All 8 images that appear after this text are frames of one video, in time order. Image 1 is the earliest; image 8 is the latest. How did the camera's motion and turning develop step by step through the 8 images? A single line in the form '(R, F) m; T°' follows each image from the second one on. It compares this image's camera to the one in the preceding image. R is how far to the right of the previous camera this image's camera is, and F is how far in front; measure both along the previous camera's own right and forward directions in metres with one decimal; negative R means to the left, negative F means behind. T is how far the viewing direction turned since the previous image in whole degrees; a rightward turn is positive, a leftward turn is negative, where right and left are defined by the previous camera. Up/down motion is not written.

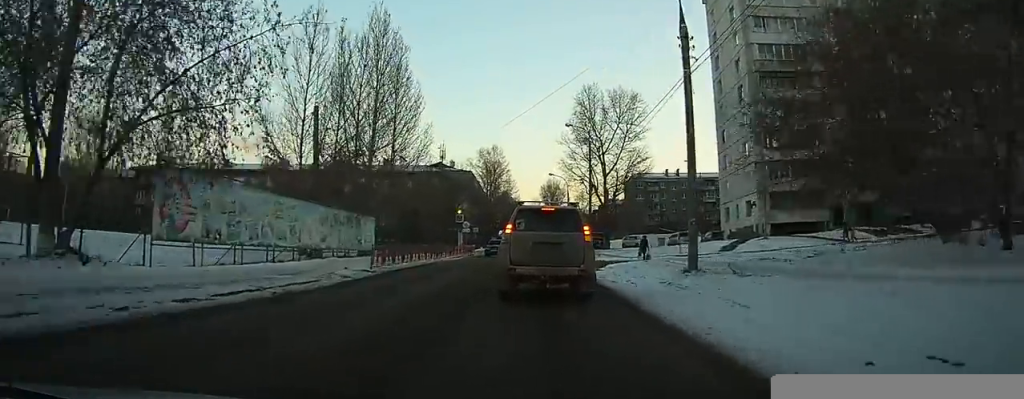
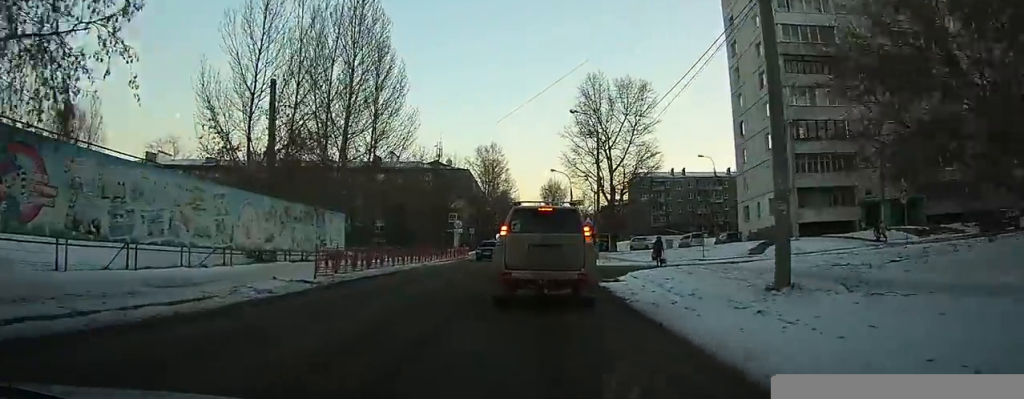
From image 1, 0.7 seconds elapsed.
(-0.1, +7.8) m; 0°
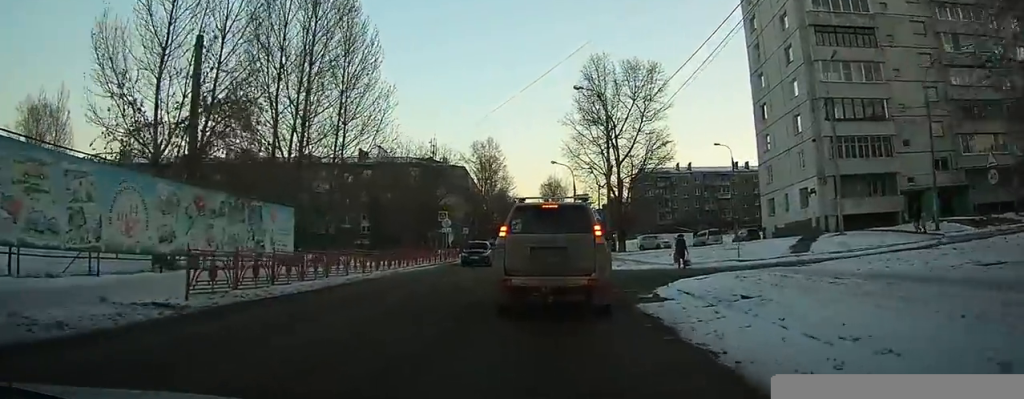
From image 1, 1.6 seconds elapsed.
(0.0, +8.1) m; 0°
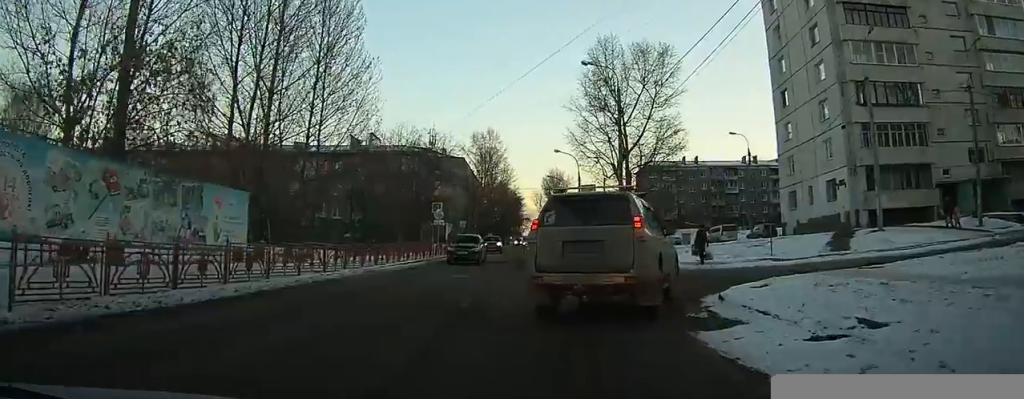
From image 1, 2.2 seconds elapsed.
(0.0, +5.2) m; 0°
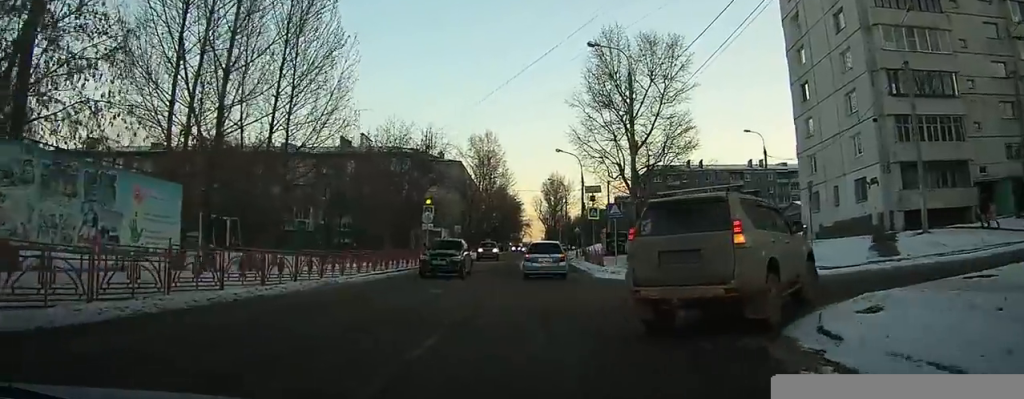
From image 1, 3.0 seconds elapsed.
(0.0, +5.0) m; 0°
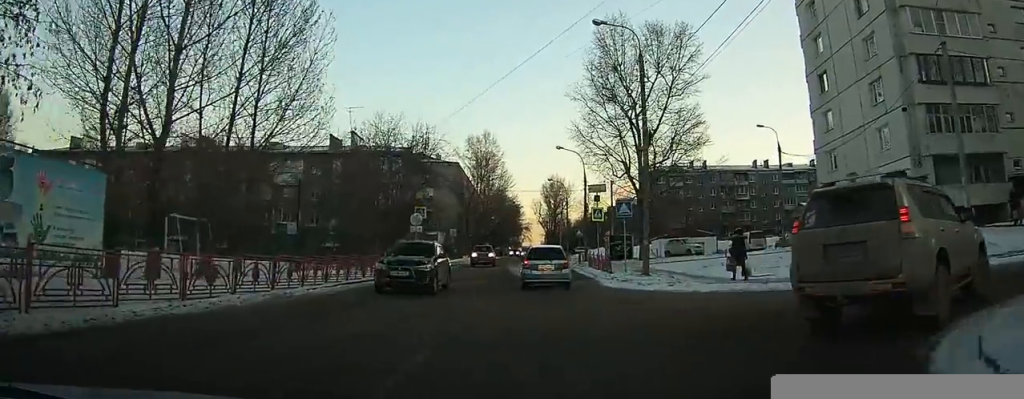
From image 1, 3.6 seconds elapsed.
(0.0, +3.7) m; 0°
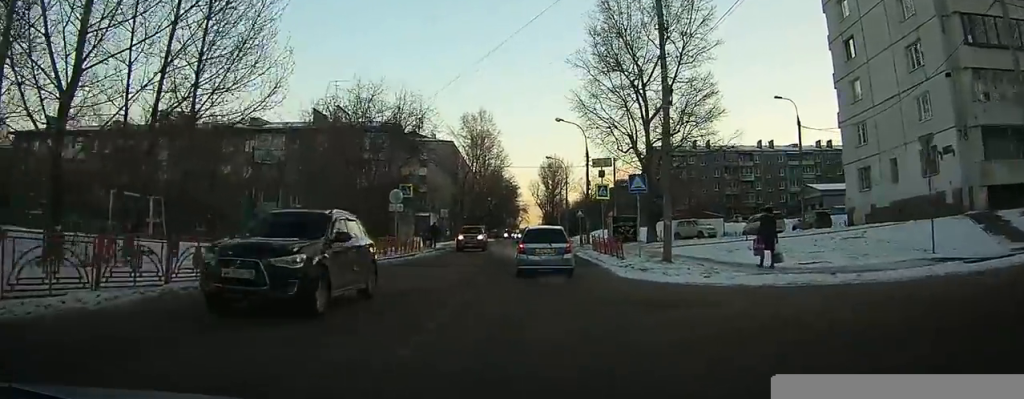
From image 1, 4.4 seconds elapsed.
(0.0, +4.0) m; 0°
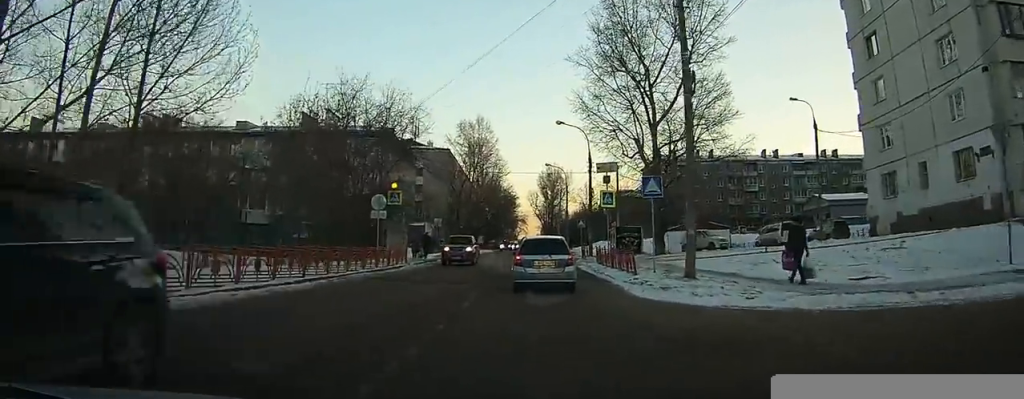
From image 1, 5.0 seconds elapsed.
(0.0, +2.5) m; -1°
